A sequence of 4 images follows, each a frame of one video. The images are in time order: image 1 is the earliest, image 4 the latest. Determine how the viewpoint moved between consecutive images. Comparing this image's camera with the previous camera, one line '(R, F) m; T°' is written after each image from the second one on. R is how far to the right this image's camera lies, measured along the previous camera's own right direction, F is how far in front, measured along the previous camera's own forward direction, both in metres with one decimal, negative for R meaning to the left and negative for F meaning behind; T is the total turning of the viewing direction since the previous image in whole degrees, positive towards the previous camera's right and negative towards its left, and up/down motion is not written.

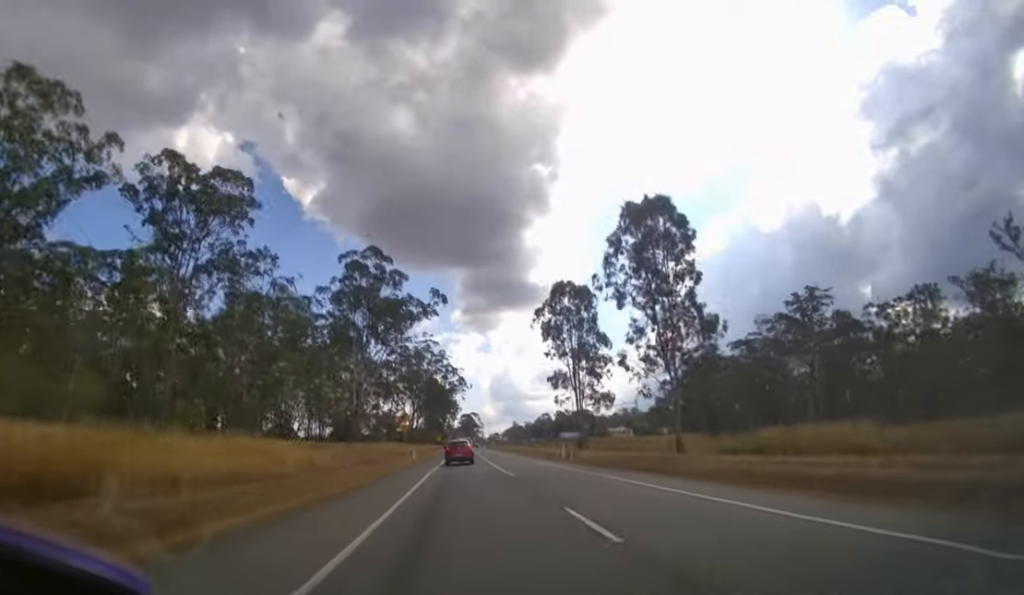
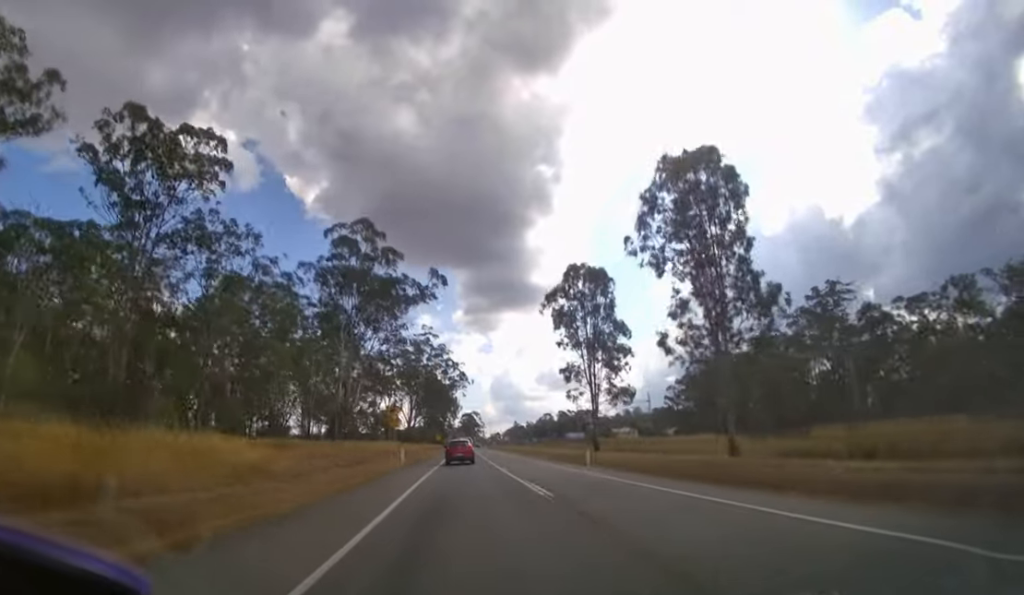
(0.0, +7.1) m; 0°
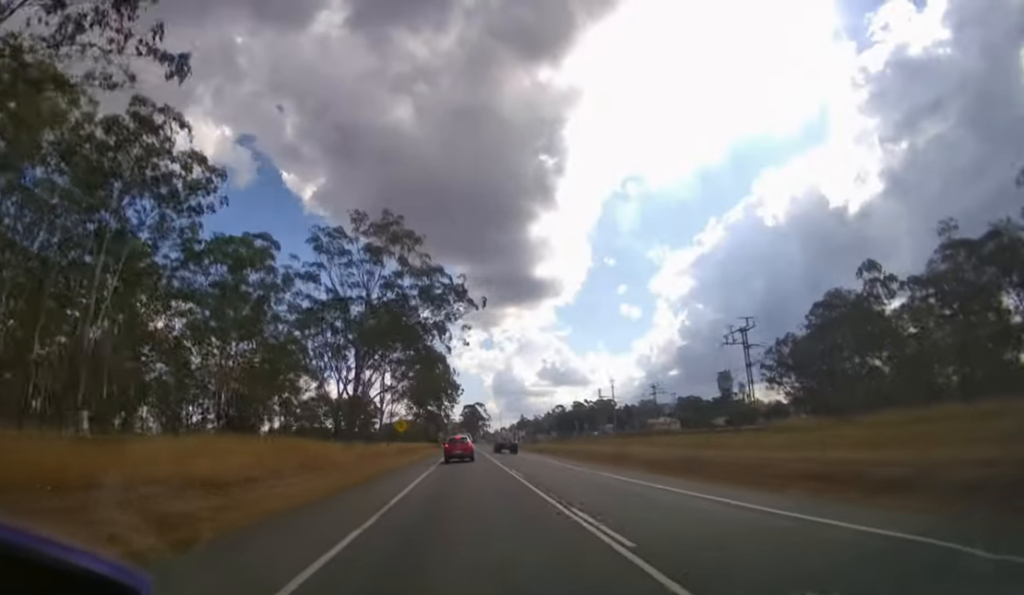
(0.0, +60.7) m; 0°
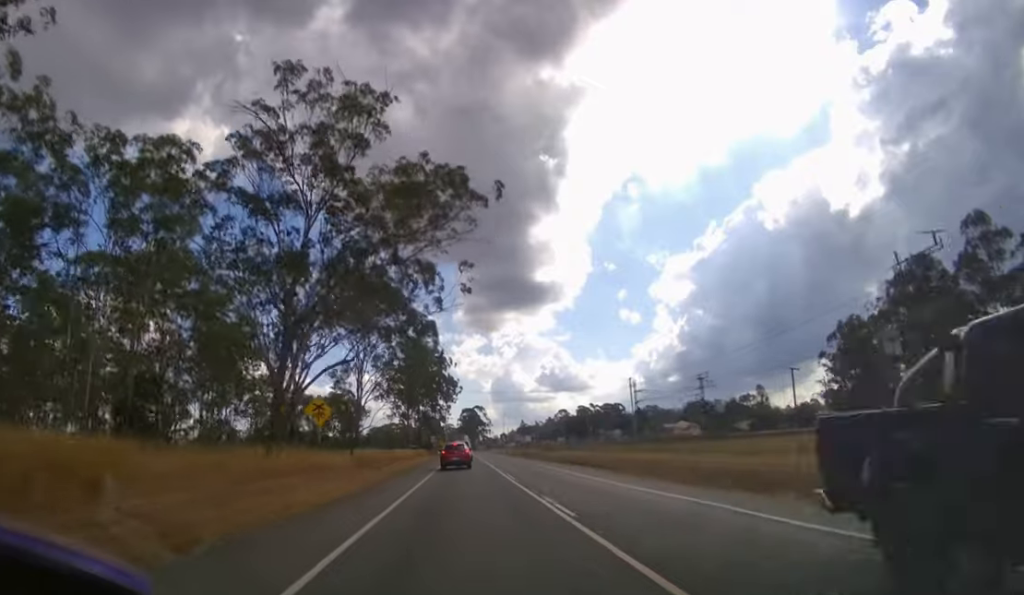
(0.0, +20.9) m; 0°
